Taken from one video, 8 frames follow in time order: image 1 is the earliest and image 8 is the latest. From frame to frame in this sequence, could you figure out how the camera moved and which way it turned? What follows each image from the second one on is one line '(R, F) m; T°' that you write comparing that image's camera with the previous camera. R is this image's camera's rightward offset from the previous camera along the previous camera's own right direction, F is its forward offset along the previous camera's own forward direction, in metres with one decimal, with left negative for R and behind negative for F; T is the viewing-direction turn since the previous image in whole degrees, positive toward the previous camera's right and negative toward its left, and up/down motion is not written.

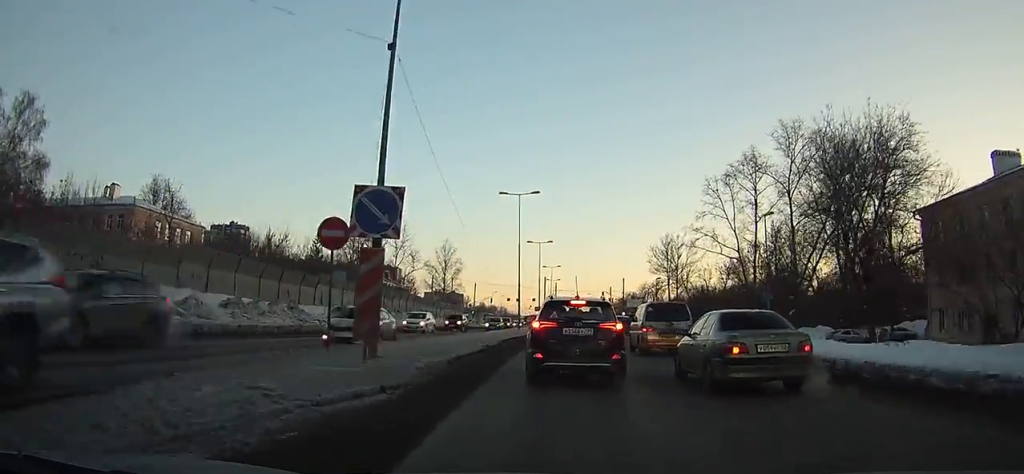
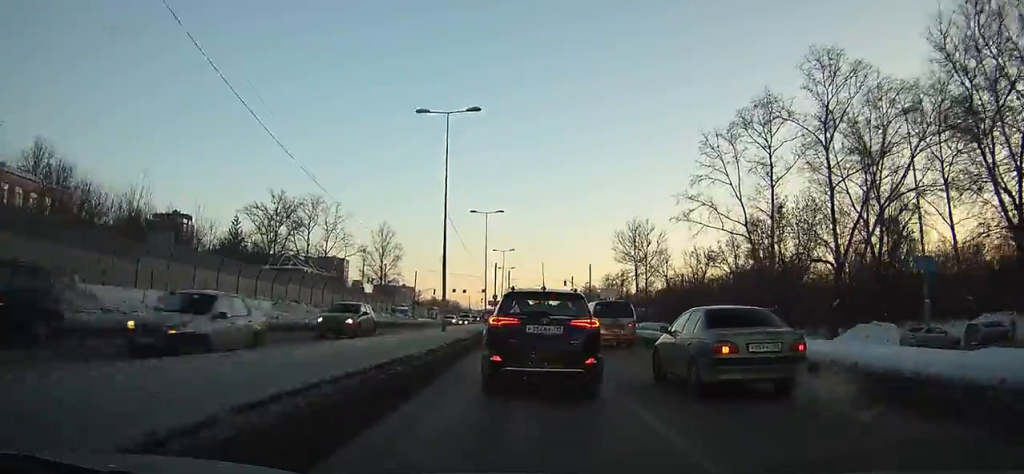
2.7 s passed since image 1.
(+0.5, +16.9) m; +2°
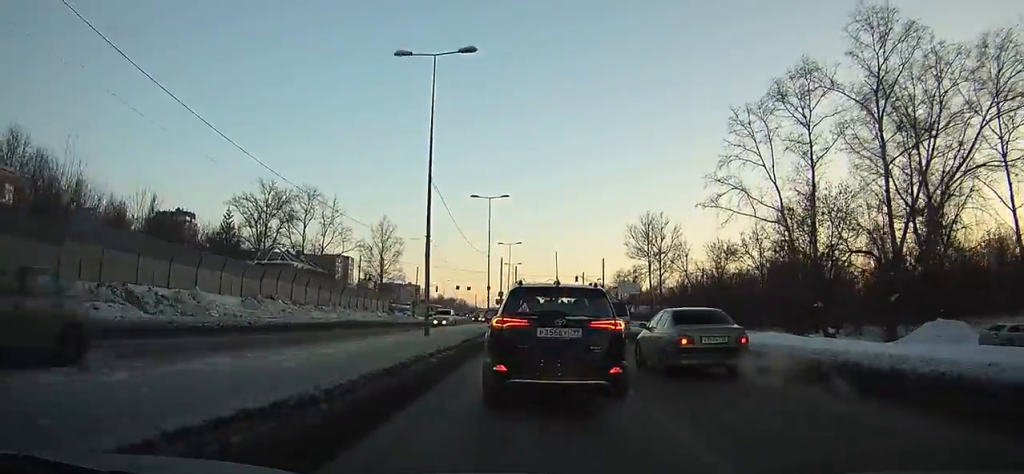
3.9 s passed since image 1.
(+0.1, +7.6) m; 0°
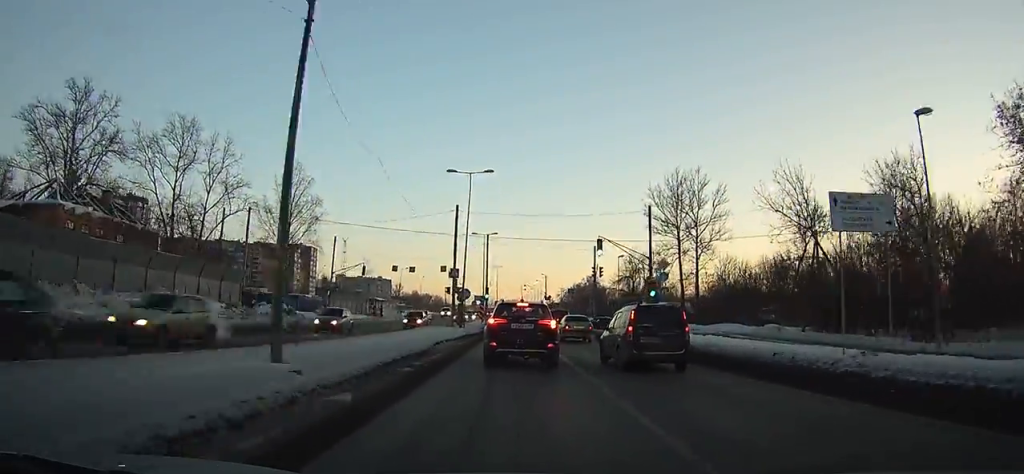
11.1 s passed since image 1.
(0.0, +47.0) m; 0°
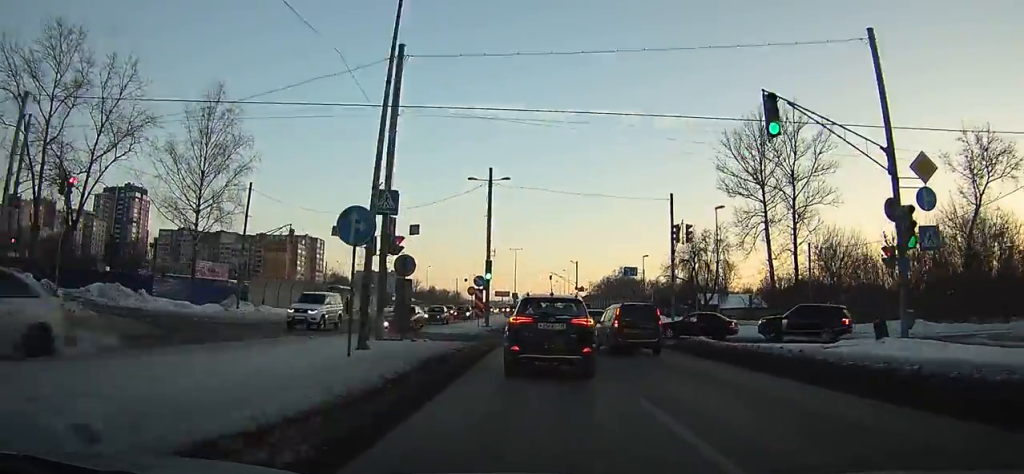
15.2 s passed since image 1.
(-0.2, +27.3) m; -1°
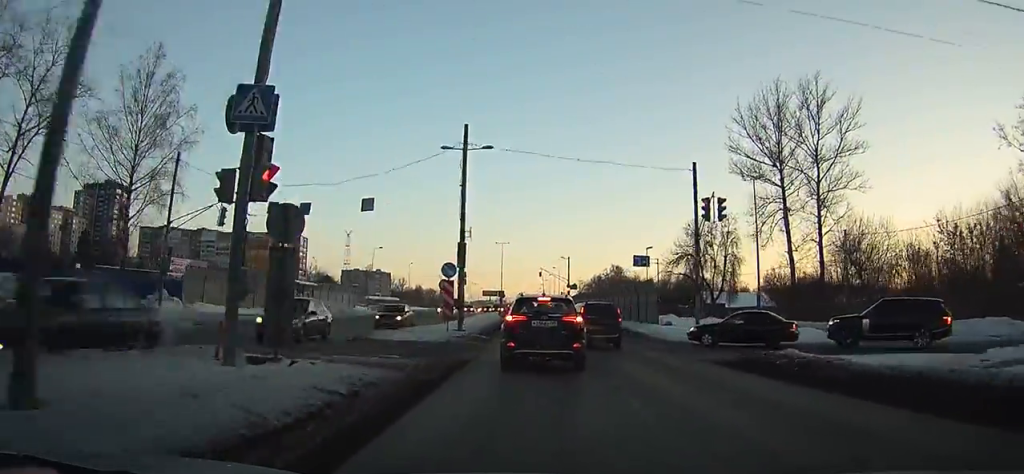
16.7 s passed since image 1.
(0.0, +9.4) m; -1°
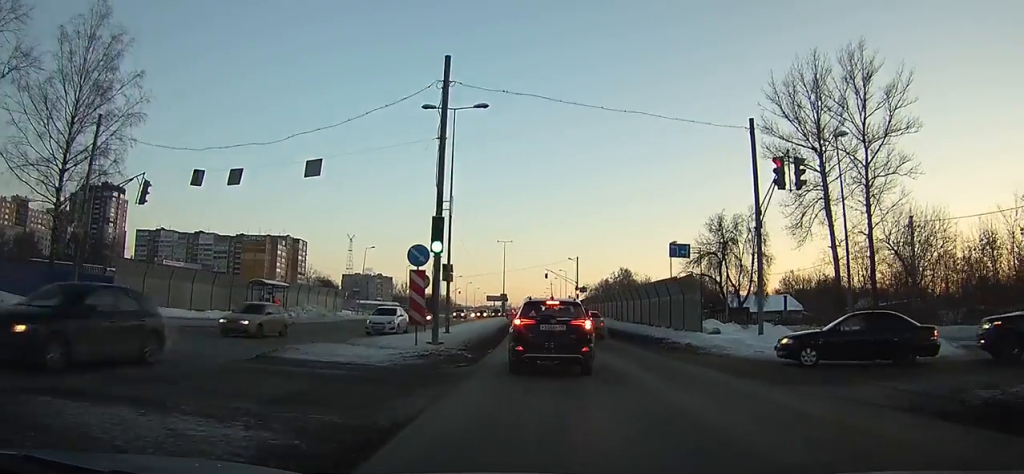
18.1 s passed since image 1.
(0.0, +8.0) m; 0°
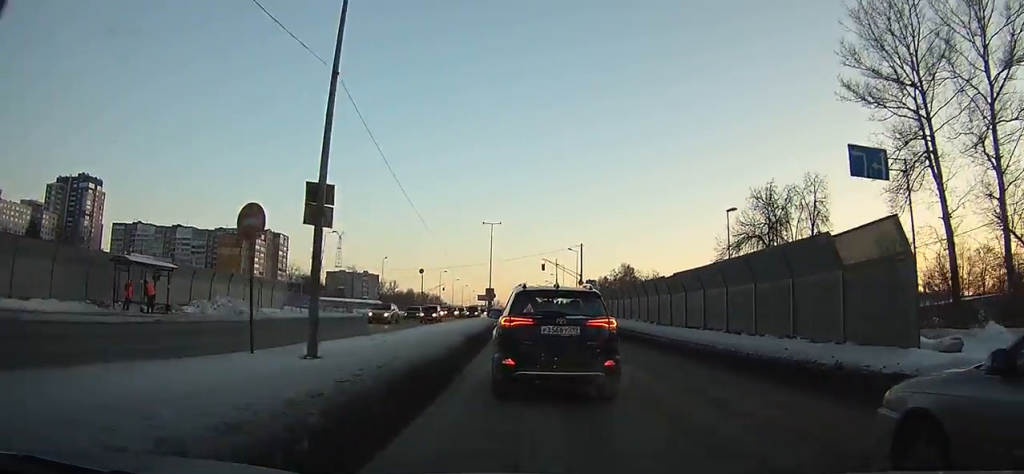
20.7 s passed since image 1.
(-0.1, +13.4) m; 0°
